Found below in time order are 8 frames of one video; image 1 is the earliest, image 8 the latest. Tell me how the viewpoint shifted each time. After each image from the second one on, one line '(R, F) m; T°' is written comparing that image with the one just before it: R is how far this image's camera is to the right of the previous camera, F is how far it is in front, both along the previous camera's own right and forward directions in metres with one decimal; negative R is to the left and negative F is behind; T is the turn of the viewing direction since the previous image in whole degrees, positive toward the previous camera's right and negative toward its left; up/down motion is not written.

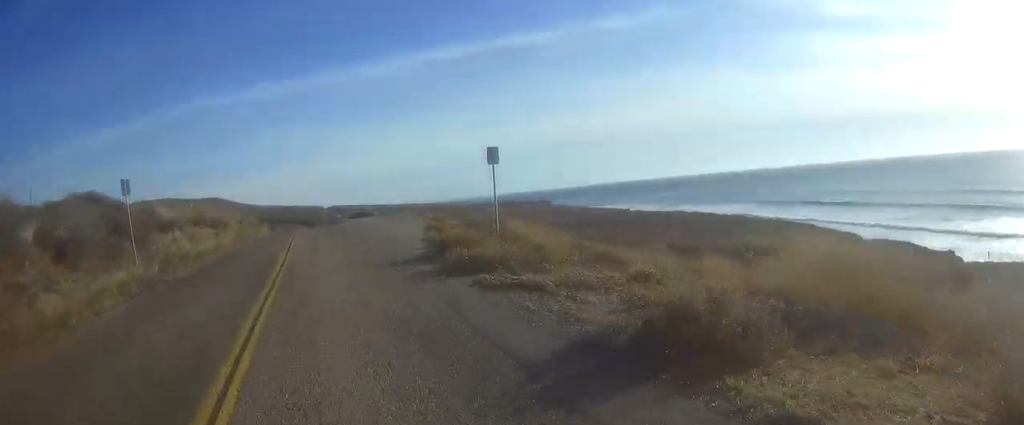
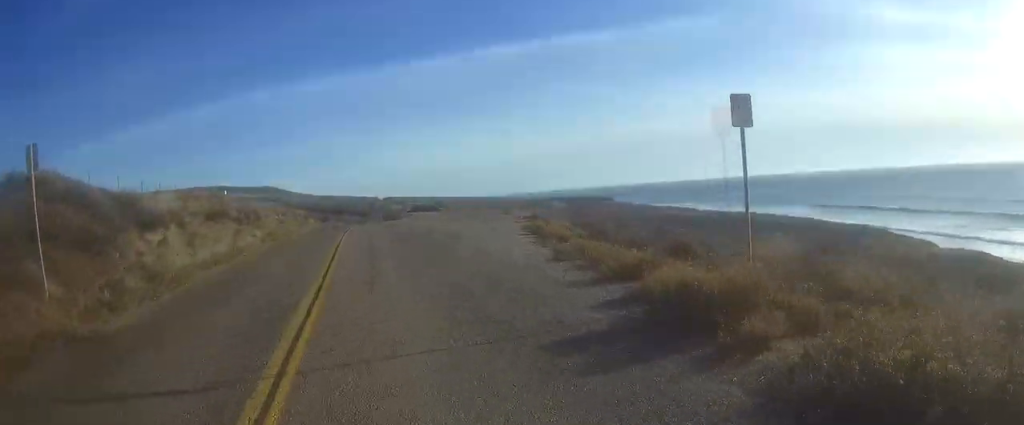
(0.0, +9.7) m; +1°
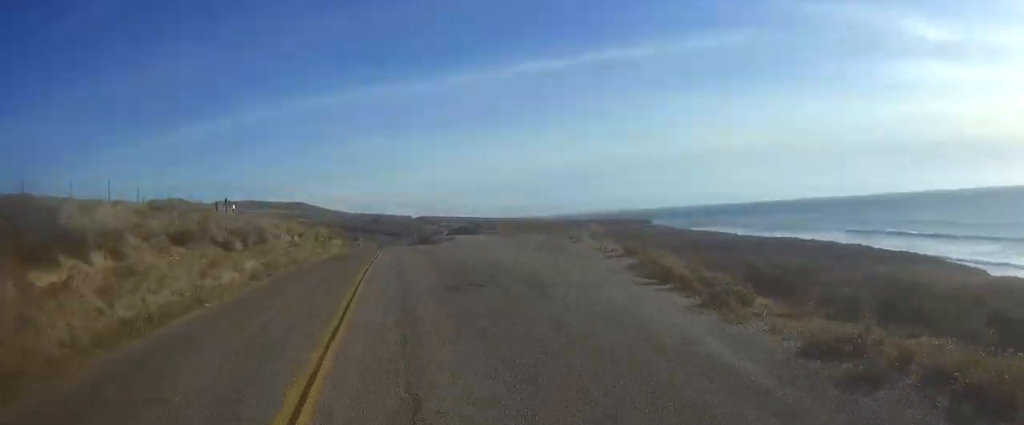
(+0.2, +8.5) m; 0°
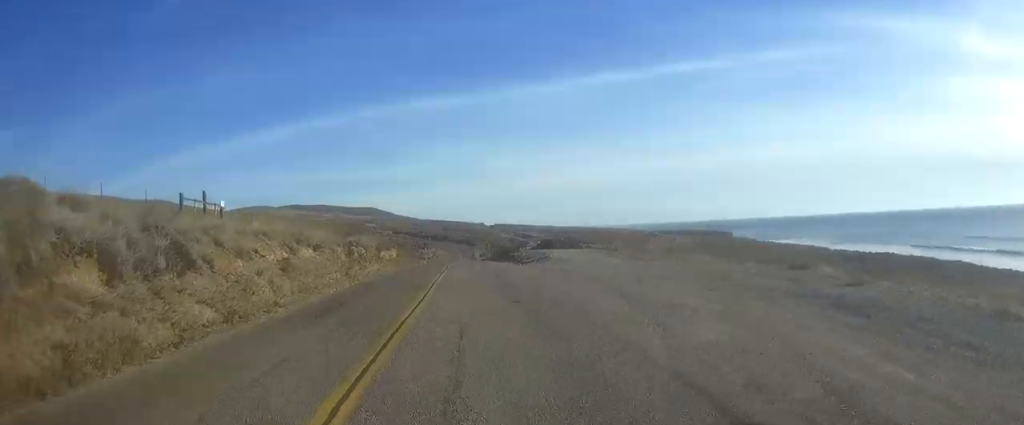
(-0.3, +17.1) m; -1°
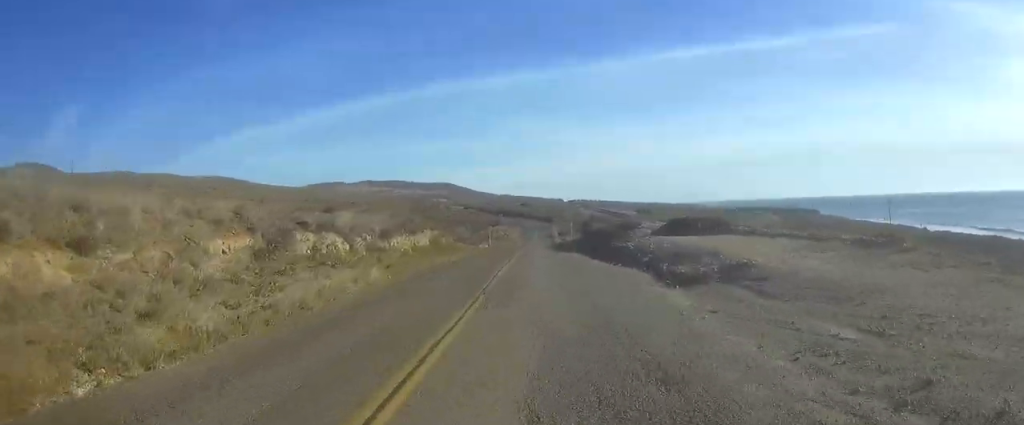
(0.0, +22.4) m; -1°
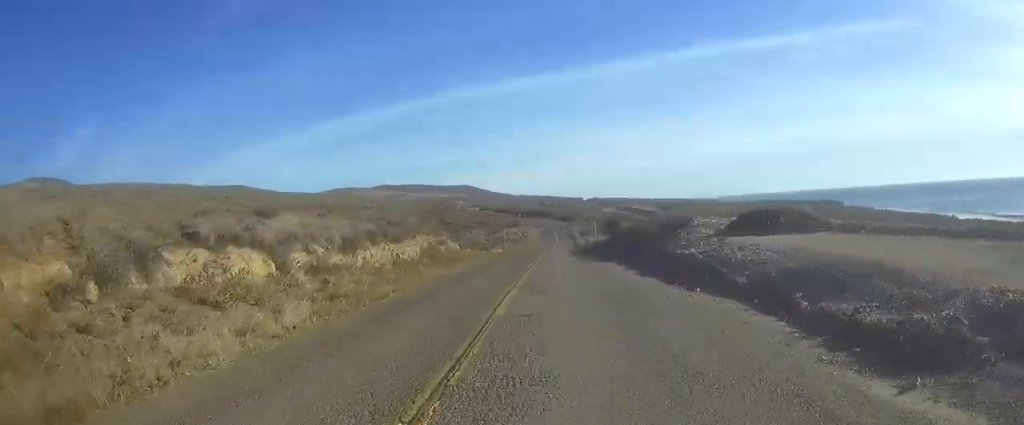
(-0.1, +8.2) m; -1°
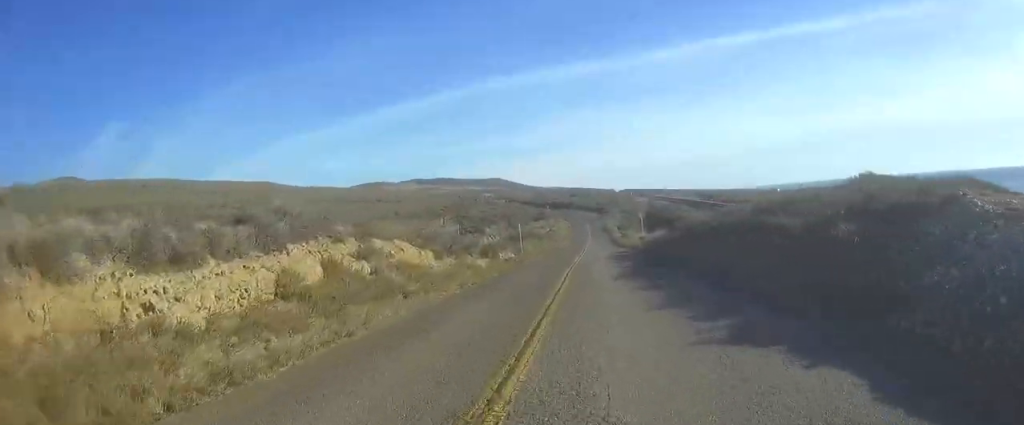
(-0.1, +18.0) m; 0°
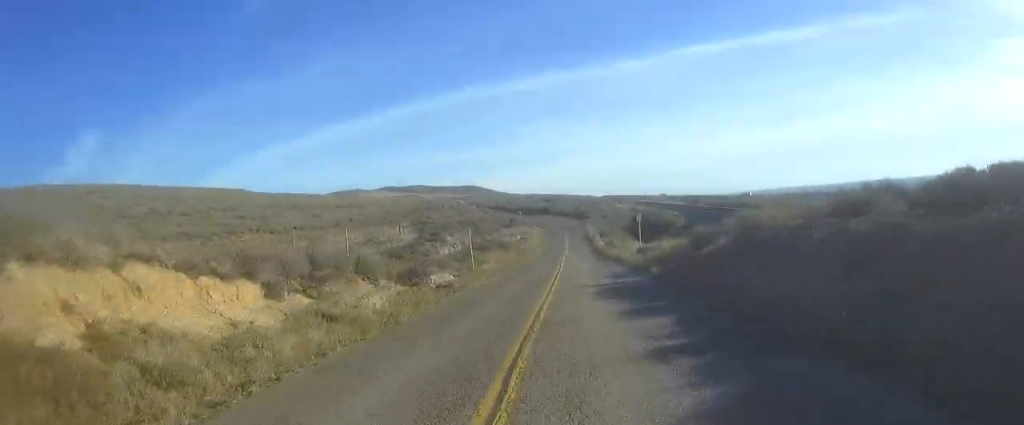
(0.0, +14.4) m; 0°
